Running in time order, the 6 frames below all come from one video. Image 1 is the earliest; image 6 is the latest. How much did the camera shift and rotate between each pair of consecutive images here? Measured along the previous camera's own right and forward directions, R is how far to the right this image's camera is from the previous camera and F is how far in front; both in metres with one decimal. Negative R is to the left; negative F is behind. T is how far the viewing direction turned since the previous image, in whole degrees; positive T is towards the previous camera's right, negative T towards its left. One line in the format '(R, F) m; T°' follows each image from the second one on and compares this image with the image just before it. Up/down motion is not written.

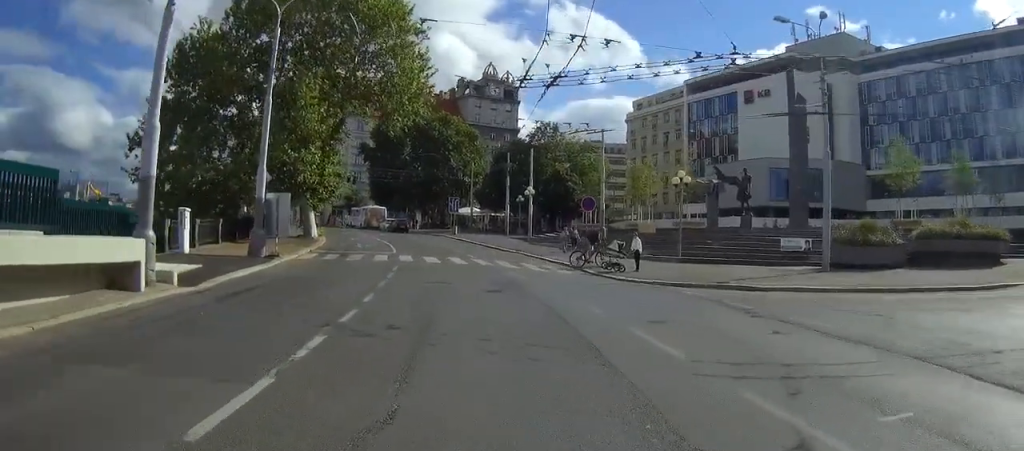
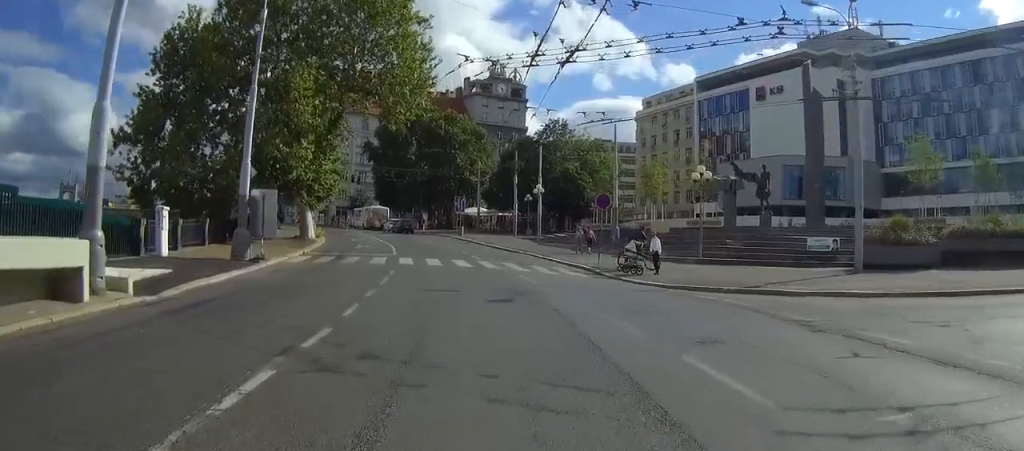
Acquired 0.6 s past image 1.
(0.0, +3.0) m; -1°
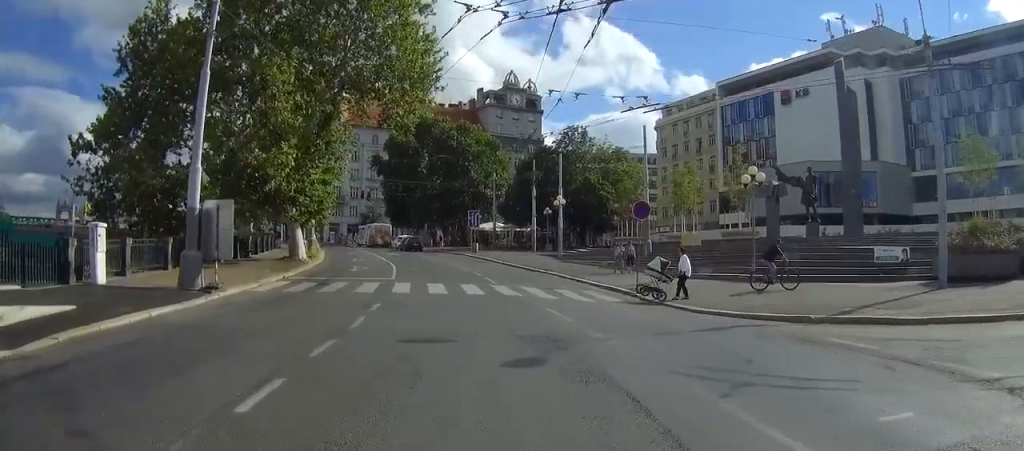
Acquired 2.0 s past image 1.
(-0.1, +6.5) m; 0°
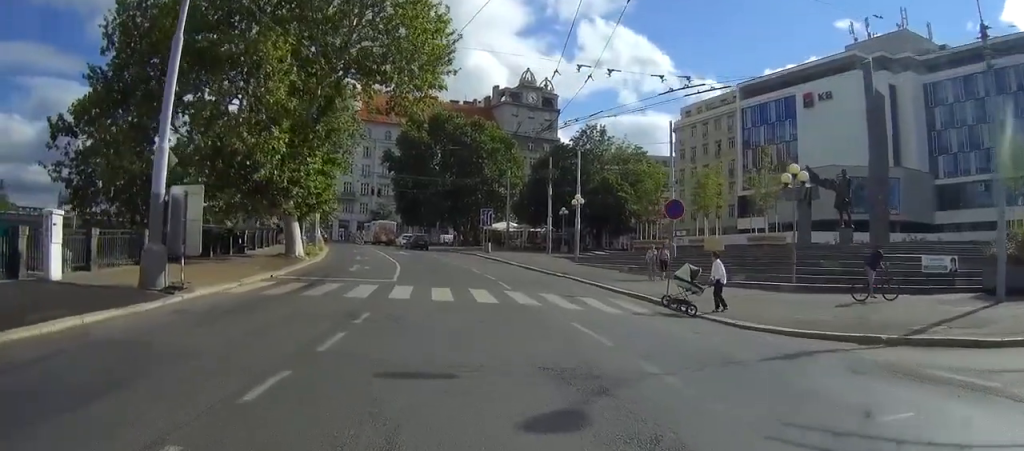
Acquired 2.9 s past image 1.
(+0.1, +3.7) m; +3°
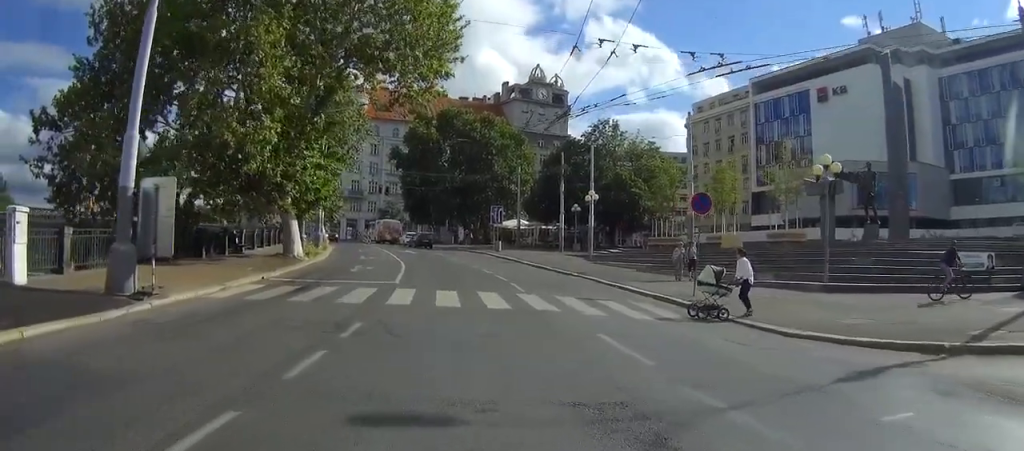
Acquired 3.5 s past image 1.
(+0.1, +2.6) m; +2°
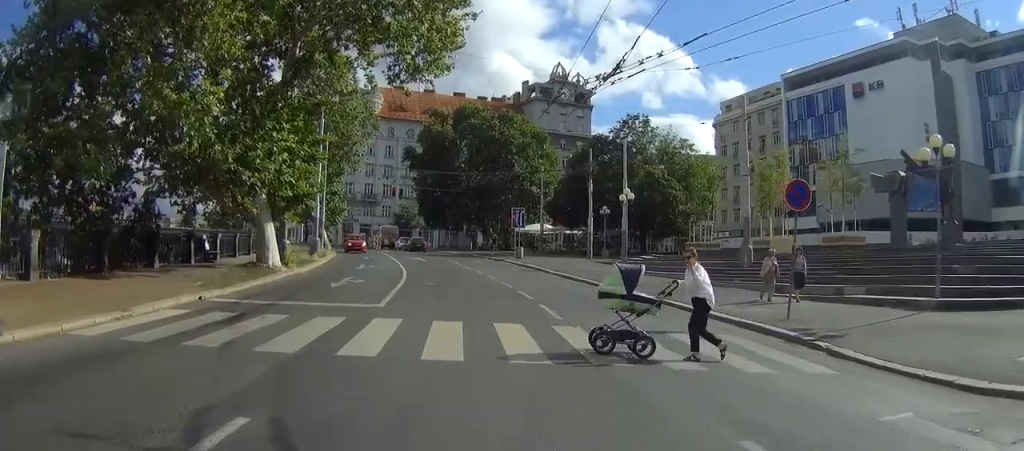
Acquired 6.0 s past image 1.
(-0.4, +7.8) m; -7°
